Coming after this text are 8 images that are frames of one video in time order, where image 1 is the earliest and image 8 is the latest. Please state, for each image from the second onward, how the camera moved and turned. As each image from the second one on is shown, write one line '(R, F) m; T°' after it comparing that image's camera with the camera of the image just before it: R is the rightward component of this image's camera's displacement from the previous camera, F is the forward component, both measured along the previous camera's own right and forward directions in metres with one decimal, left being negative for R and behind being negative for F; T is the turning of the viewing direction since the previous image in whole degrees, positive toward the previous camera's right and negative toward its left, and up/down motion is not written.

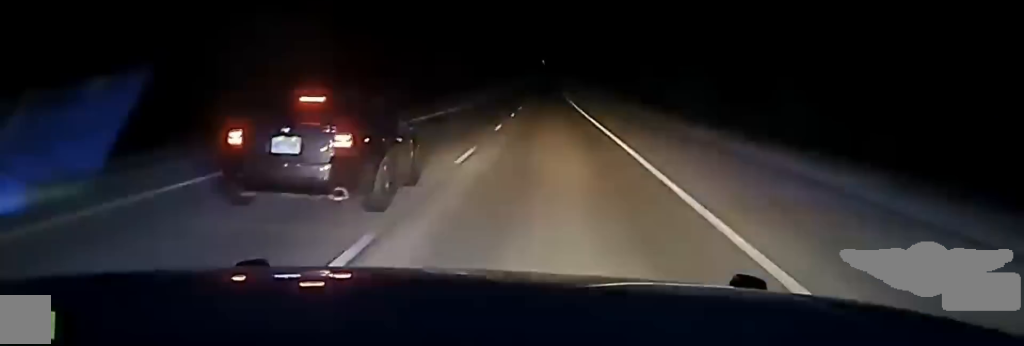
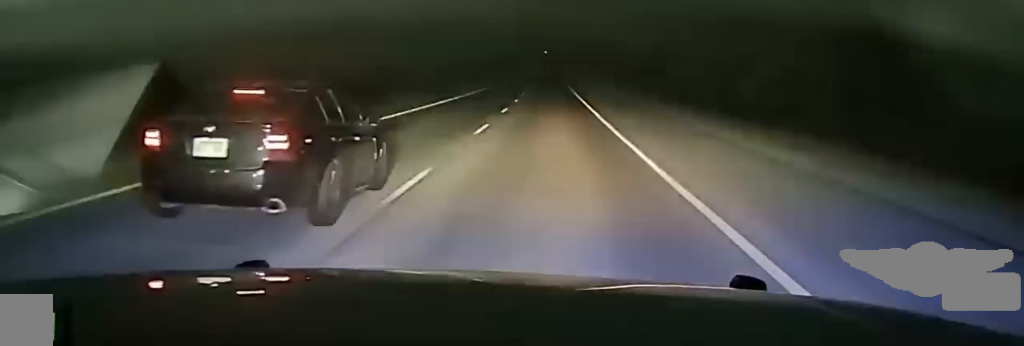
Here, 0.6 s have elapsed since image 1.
(-0.3, +31.5) m; 0°
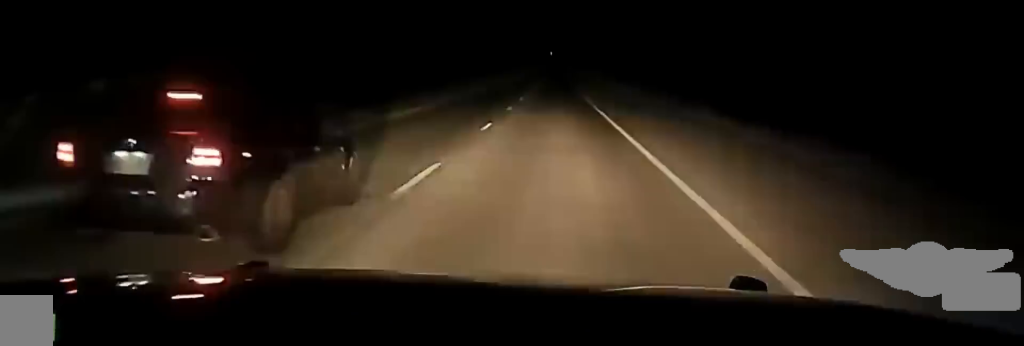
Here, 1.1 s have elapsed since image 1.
(-0.1, +23.6) m; 0°
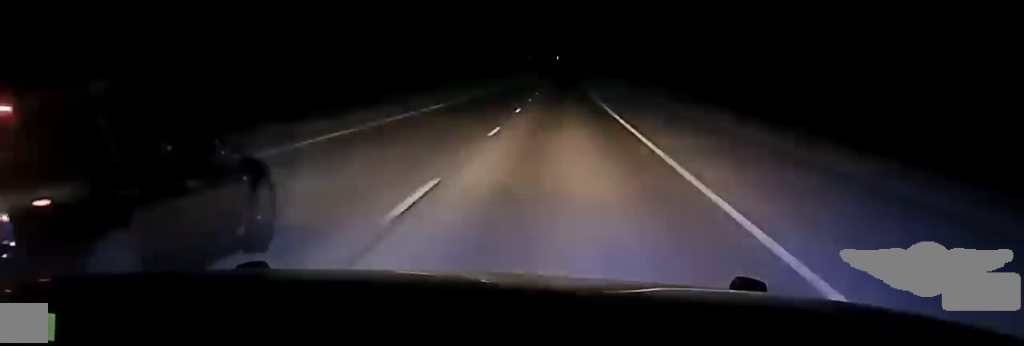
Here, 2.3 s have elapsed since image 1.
(-0.1, +44.1) m; 0°
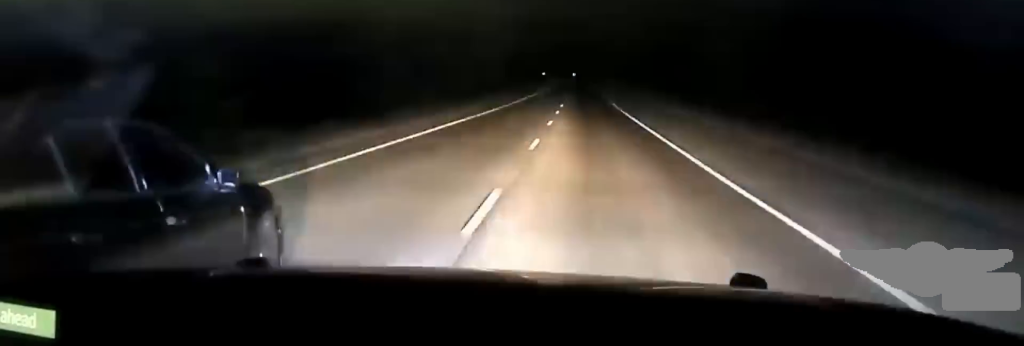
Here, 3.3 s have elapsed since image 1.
(0.0, +34.5) m; 0°
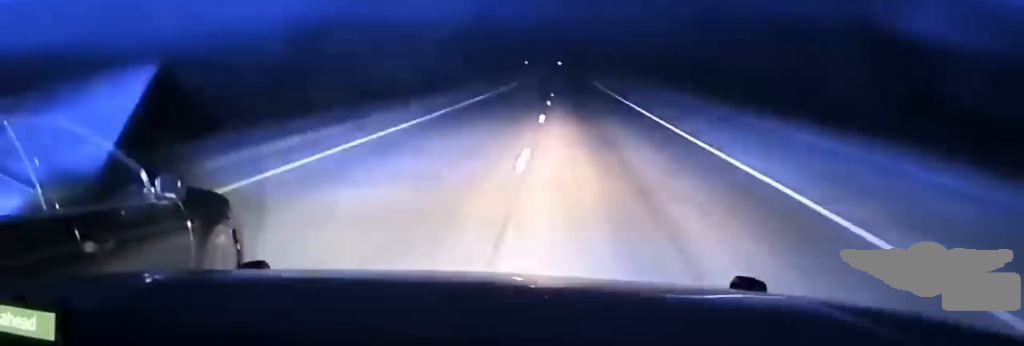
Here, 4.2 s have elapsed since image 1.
(+0.1, +29.4) m; 0°
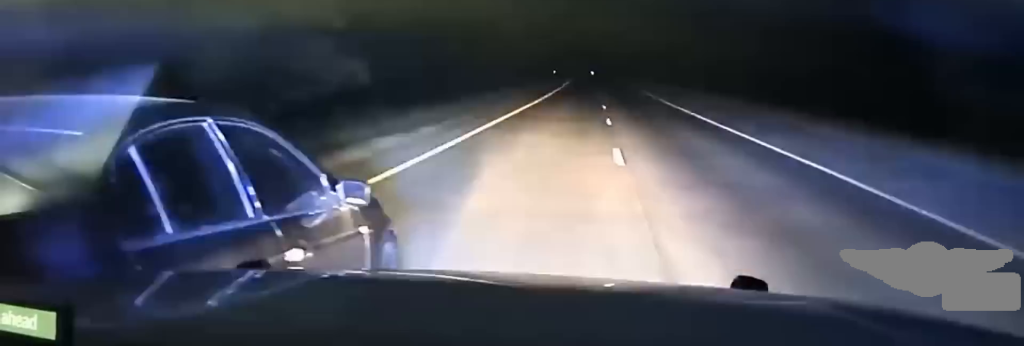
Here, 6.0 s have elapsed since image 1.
(-0.5, +44.4) m; -1°
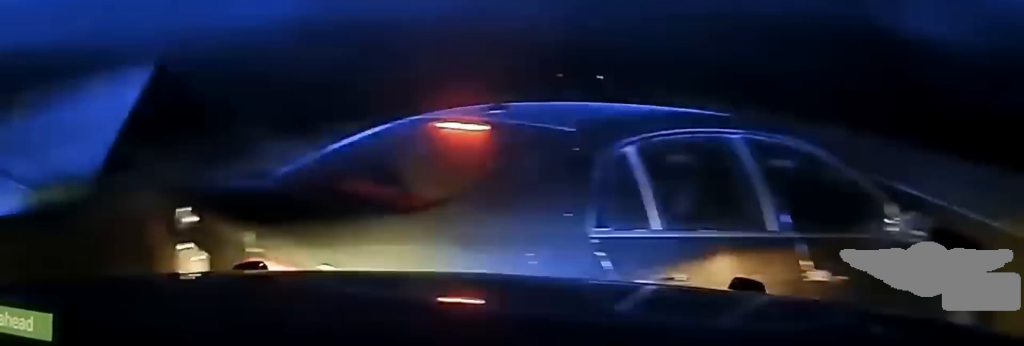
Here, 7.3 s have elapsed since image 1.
(0.0, +22.4) m; +1°
